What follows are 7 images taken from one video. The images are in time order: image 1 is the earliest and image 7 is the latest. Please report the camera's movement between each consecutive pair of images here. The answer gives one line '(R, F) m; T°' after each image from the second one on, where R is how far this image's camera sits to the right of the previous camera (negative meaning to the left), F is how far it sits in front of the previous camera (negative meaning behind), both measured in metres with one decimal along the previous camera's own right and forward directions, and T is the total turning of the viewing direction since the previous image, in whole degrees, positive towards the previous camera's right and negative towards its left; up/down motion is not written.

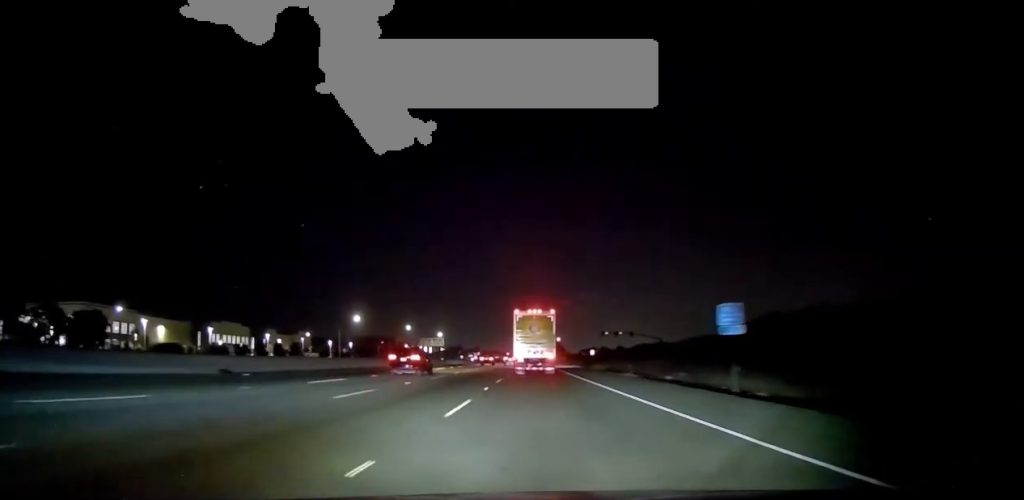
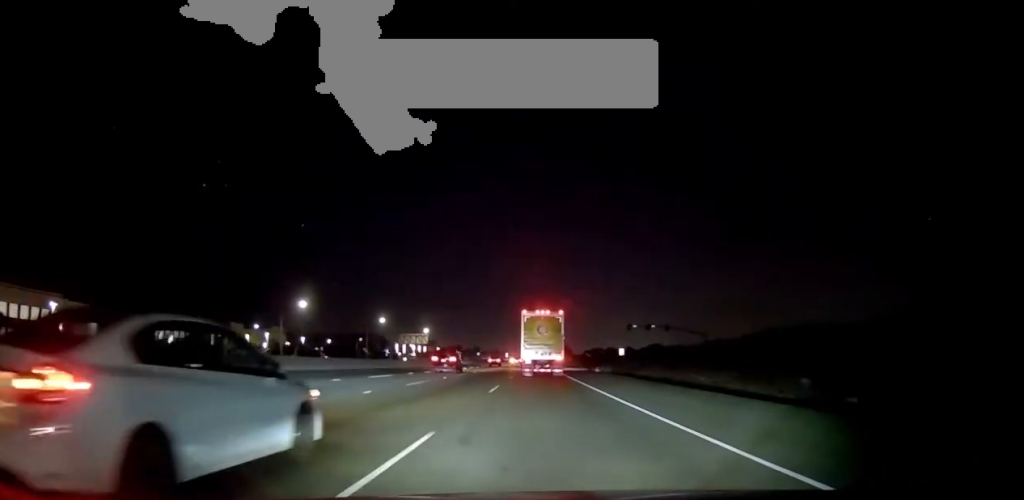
(+0.1, +36.5) m; -1°
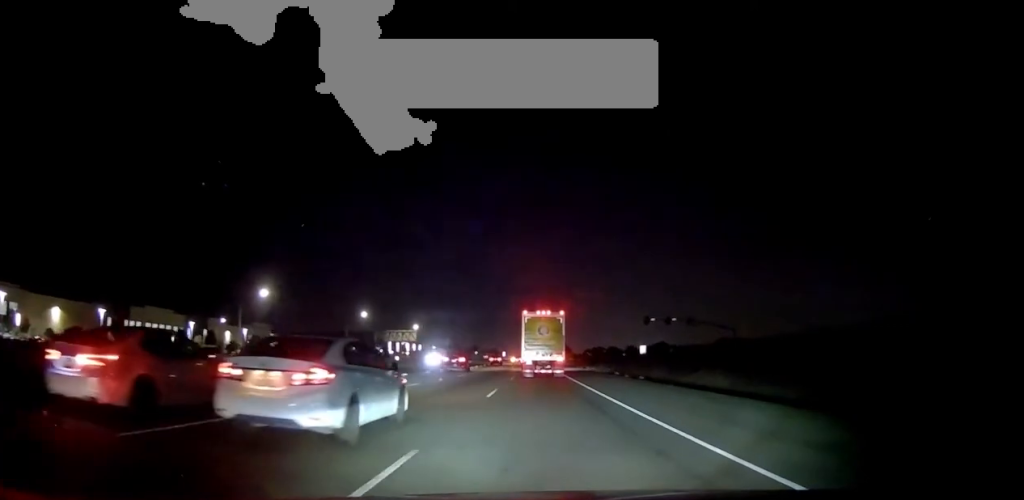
(-0.1, +16.5) m; -1°
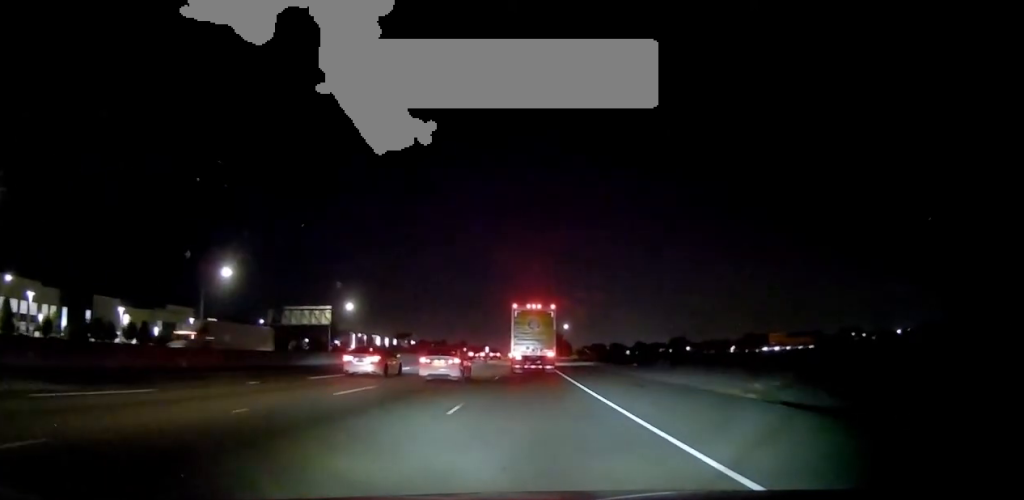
(+1.4, +63.7) m; +2°
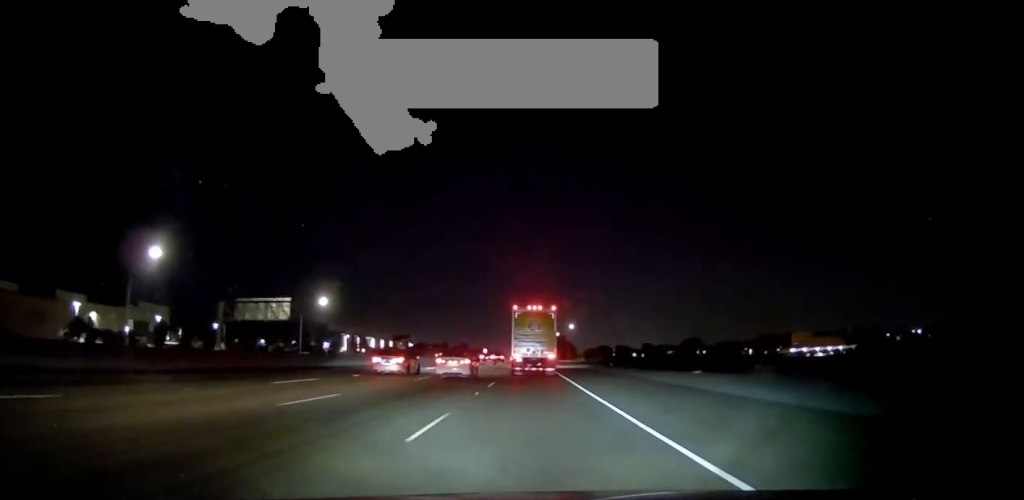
(-0.5, +18.9) m; 0°
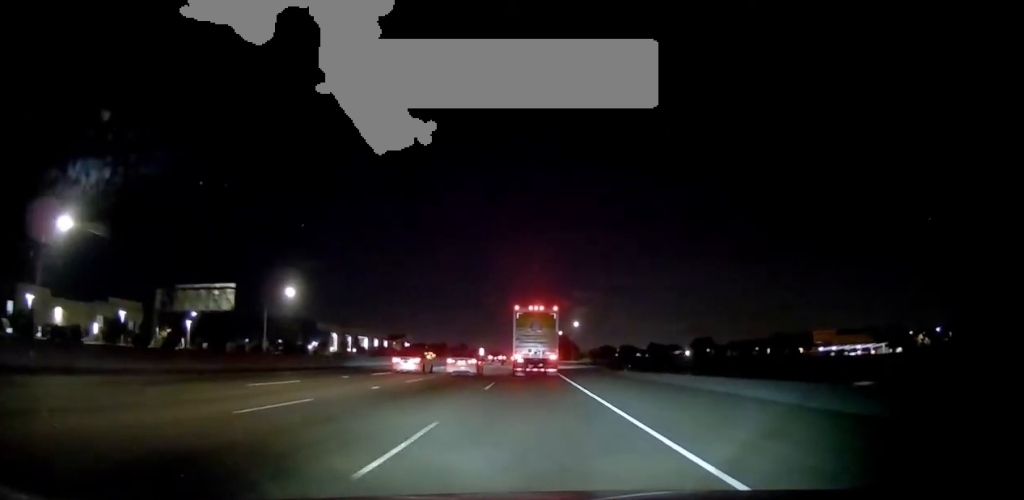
(-0.2, +16.4) m; 0°
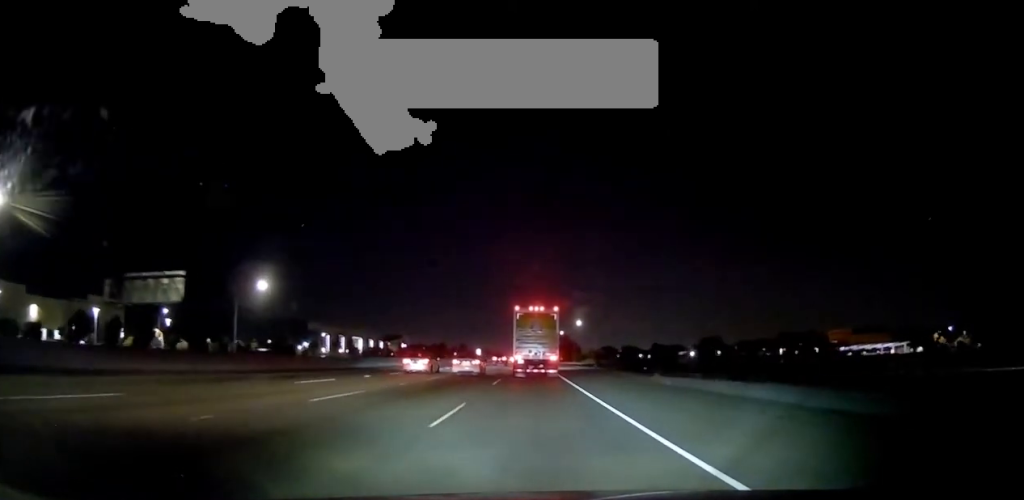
(+0.4, +10.6) m; +1°
